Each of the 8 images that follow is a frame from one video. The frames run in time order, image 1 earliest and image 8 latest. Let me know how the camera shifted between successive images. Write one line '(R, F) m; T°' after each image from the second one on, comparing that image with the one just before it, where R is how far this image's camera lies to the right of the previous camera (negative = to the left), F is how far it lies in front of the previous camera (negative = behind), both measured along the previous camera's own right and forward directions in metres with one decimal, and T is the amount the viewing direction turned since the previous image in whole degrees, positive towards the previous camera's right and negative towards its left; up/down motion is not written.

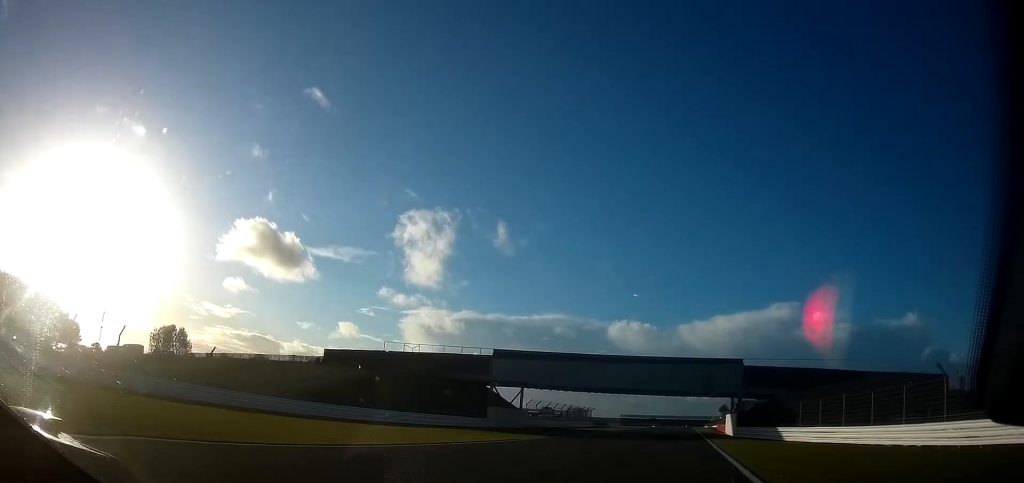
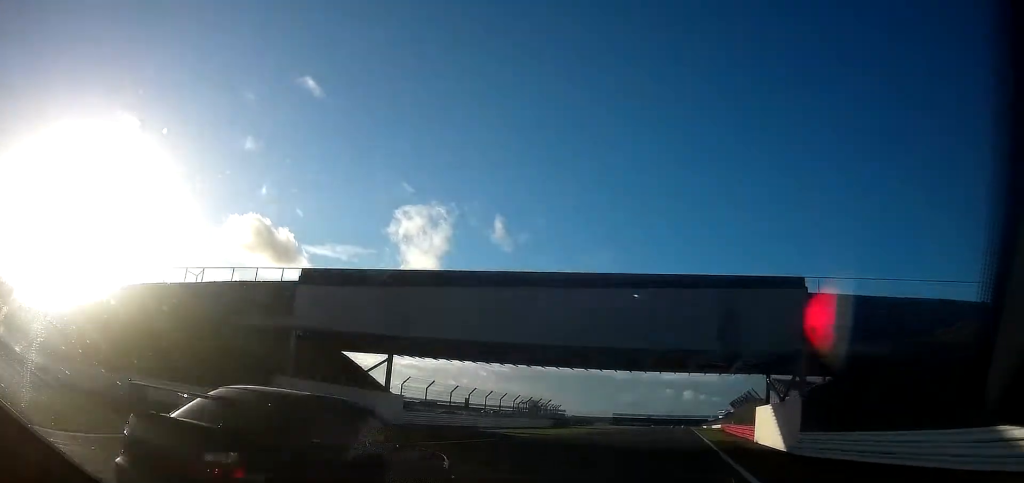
(+0.1, +35.4) m; 0°
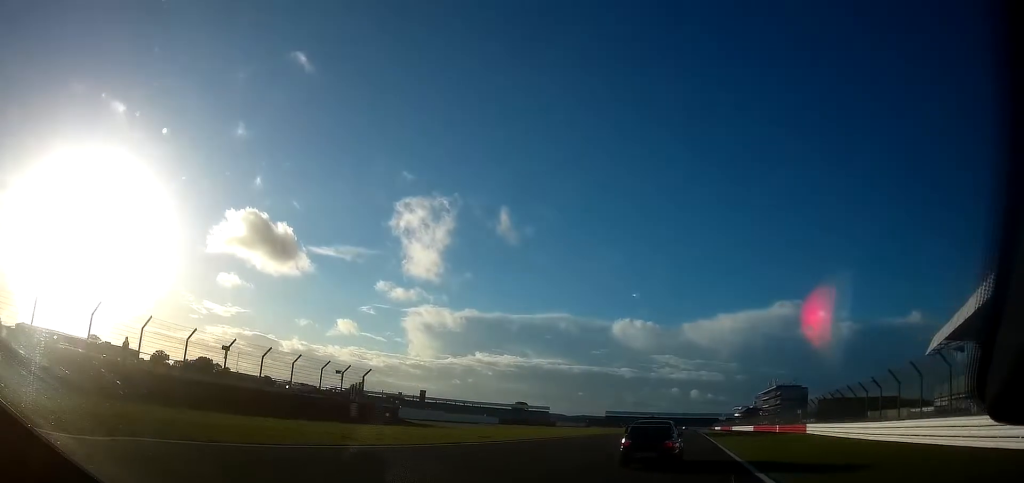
(+0.3, +87.2) m; 0°
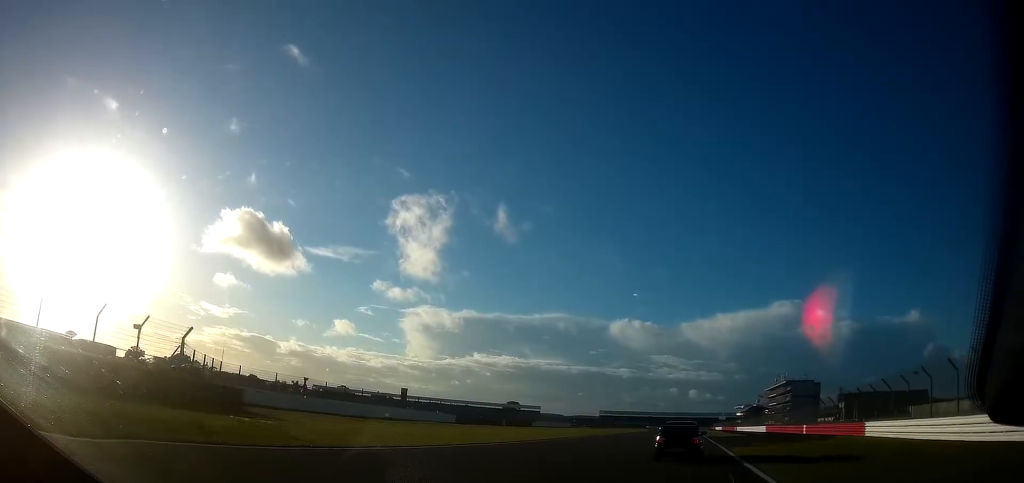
(+0.1, +21.3) m; 0°
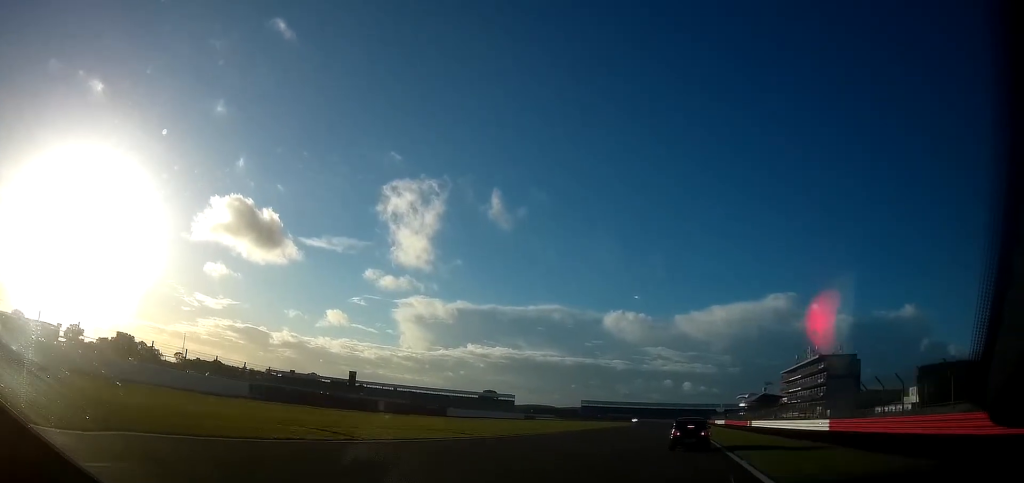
(-0.2, +48.6) m; 0°
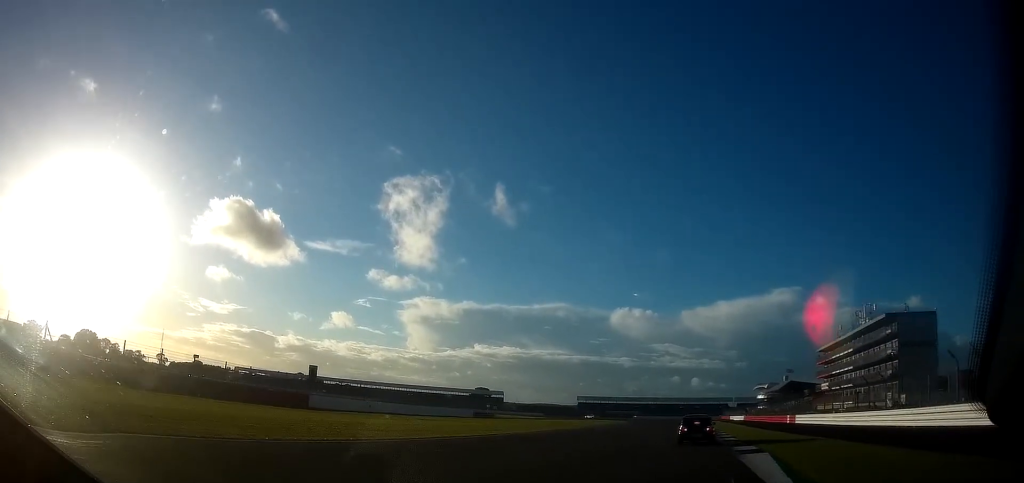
(0.0, +37.3) m; 0°
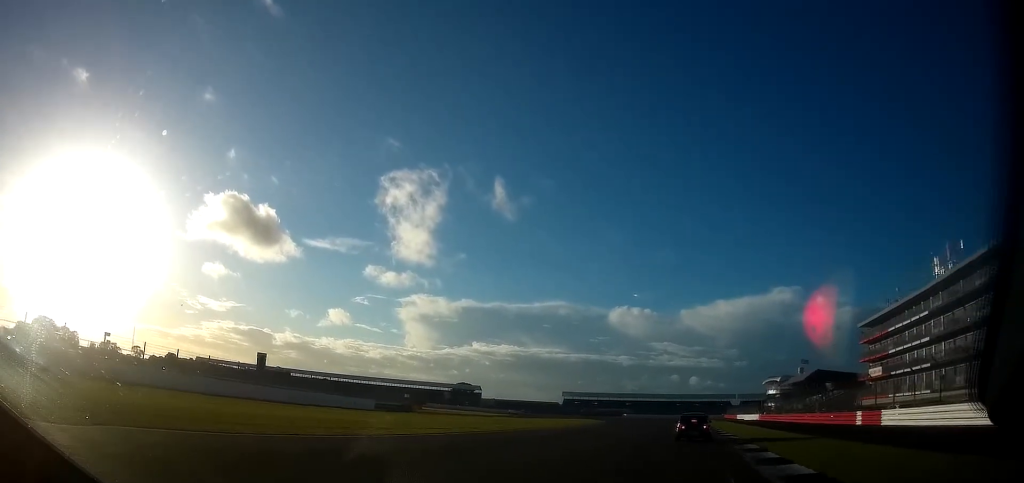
(+0.2, +32.4) m; -1°
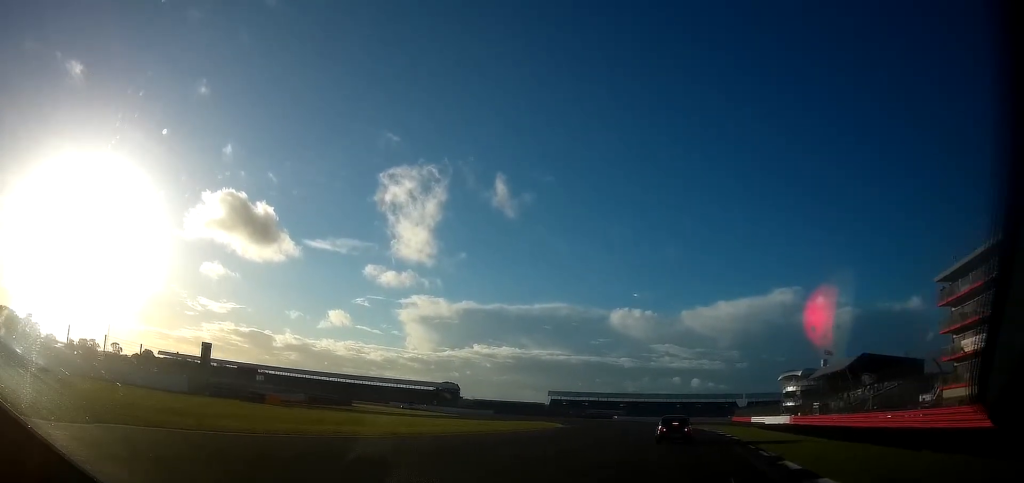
(-0.5, +28.3) m; -2°
